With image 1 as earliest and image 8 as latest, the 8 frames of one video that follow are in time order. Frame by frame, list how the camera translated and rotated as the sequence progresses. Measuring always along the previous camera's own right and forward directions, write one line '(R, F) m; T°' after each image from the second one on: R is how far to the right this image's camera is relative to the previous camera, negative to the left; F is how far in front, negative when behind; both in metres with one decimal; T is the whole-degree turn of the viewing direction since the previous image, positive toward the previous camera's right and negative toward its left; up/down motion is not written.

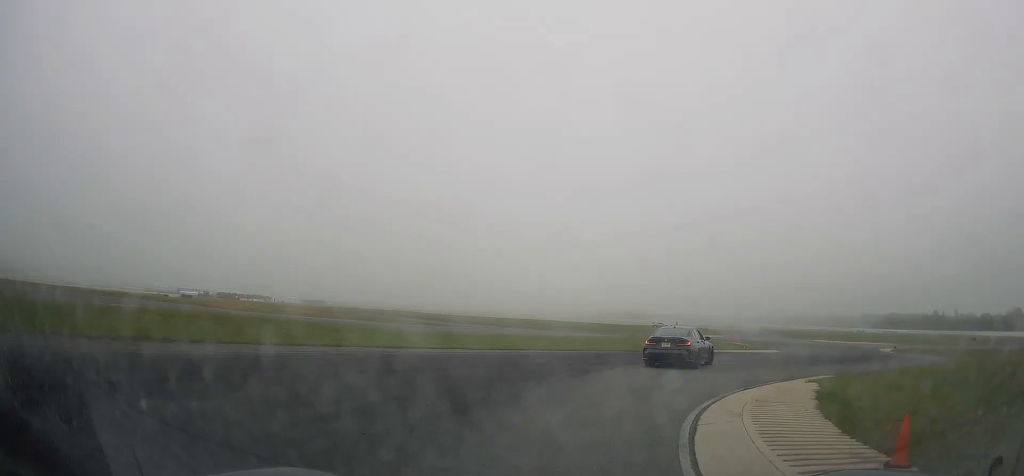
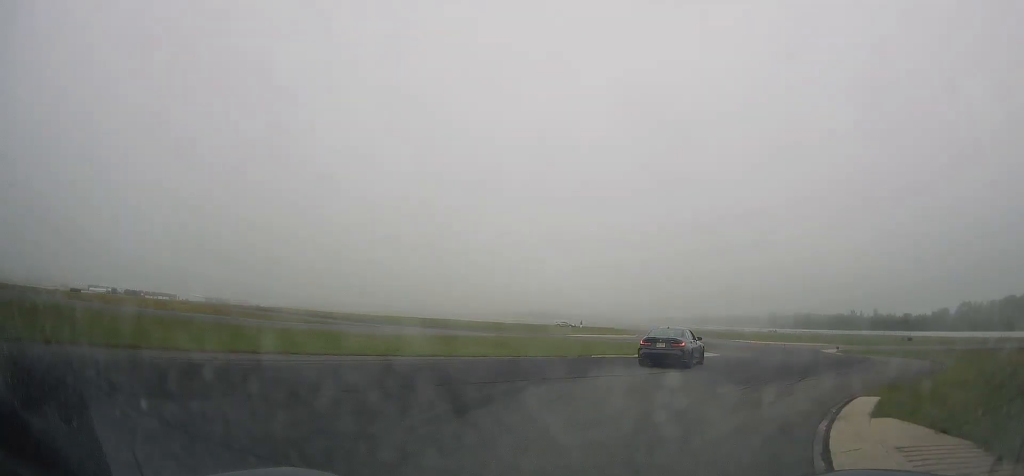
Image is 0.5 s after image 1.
(+0.1, +8.4) m; +7°
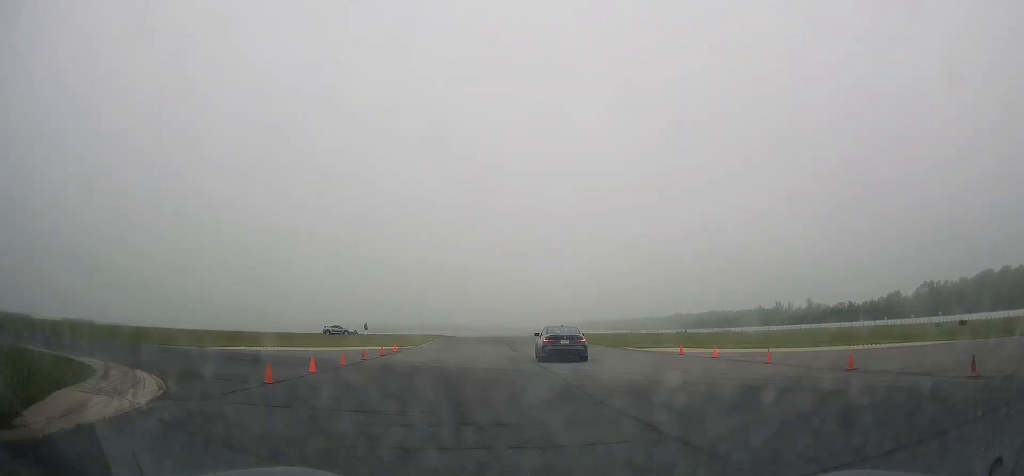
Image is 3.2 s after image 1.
(+15.3, +56.5) m; +11°
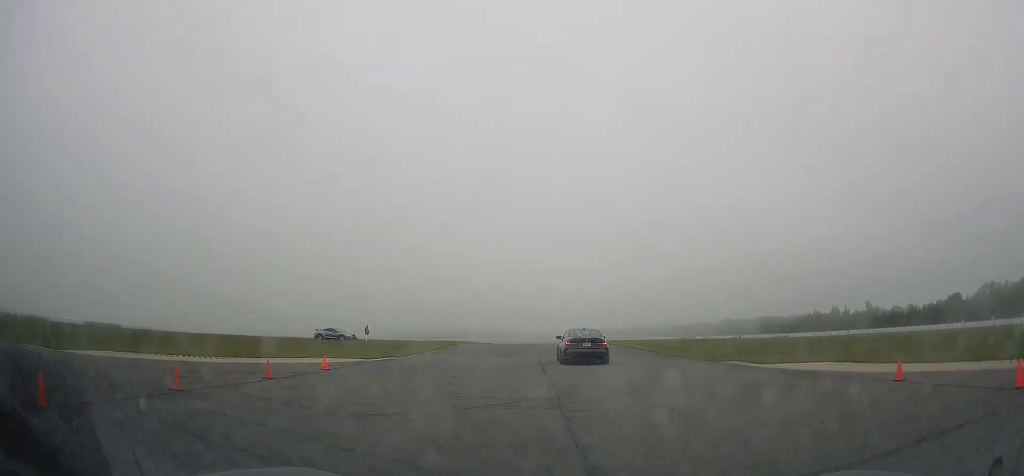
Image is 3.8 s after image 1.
(-1.0, +15.8) m; -3°
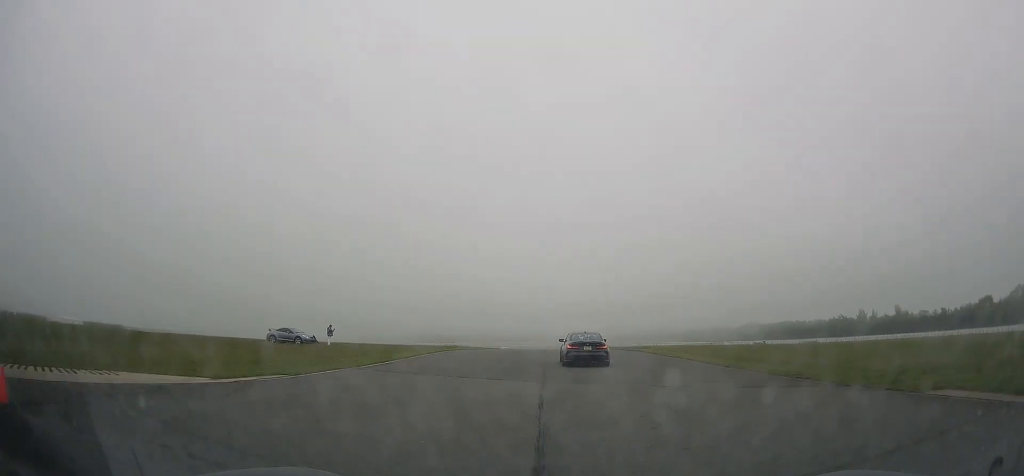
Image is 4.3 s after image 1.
(-0.3, +13.4) m; -3°
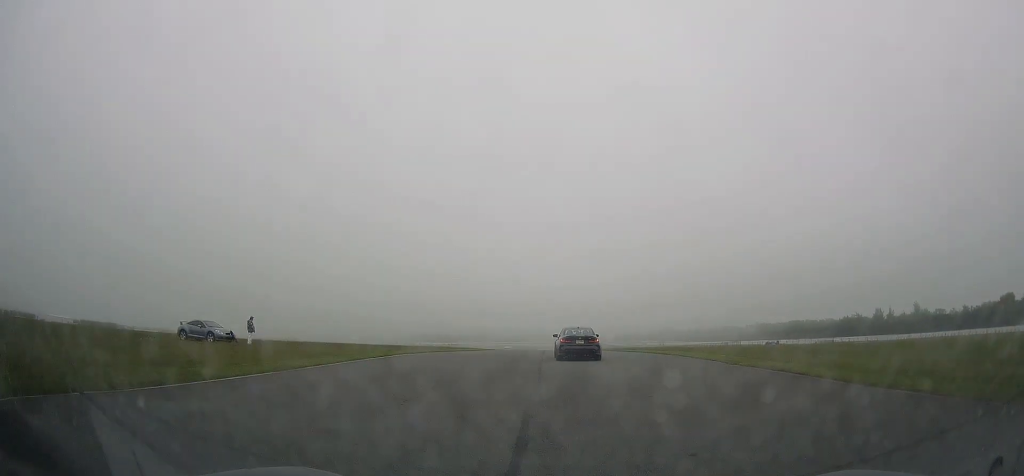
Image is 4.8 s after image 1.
(-0.3, +13.5) m; -1°
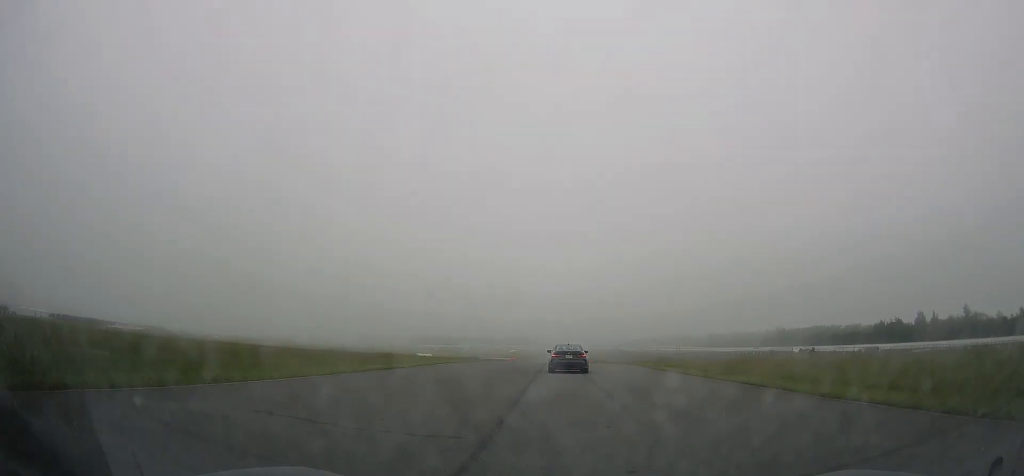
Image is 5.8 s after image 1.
(-0.5, +30.6) m; -1°
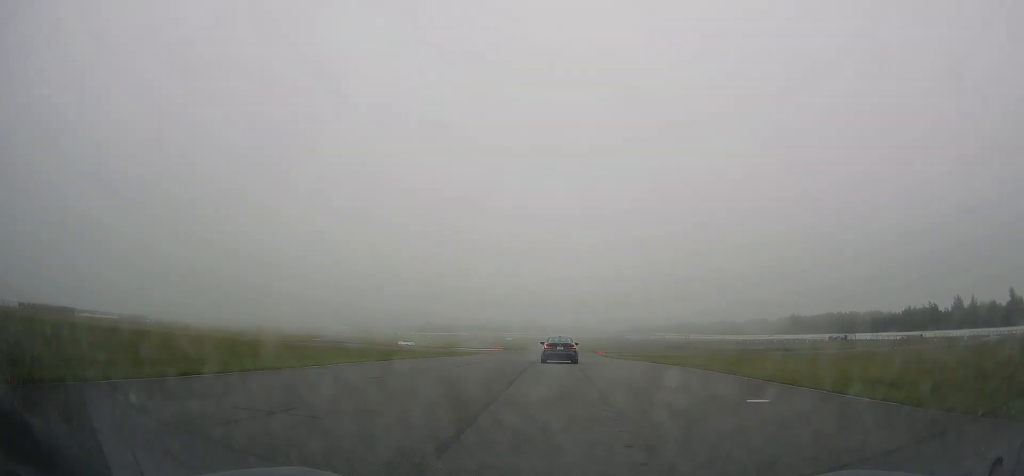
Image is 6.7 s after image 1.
(0.0, +28.1) m; 0°
